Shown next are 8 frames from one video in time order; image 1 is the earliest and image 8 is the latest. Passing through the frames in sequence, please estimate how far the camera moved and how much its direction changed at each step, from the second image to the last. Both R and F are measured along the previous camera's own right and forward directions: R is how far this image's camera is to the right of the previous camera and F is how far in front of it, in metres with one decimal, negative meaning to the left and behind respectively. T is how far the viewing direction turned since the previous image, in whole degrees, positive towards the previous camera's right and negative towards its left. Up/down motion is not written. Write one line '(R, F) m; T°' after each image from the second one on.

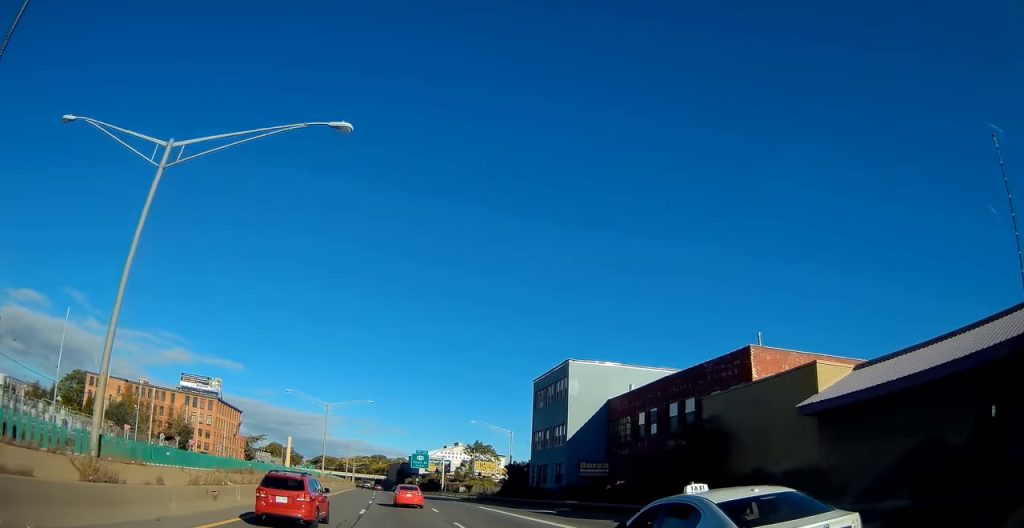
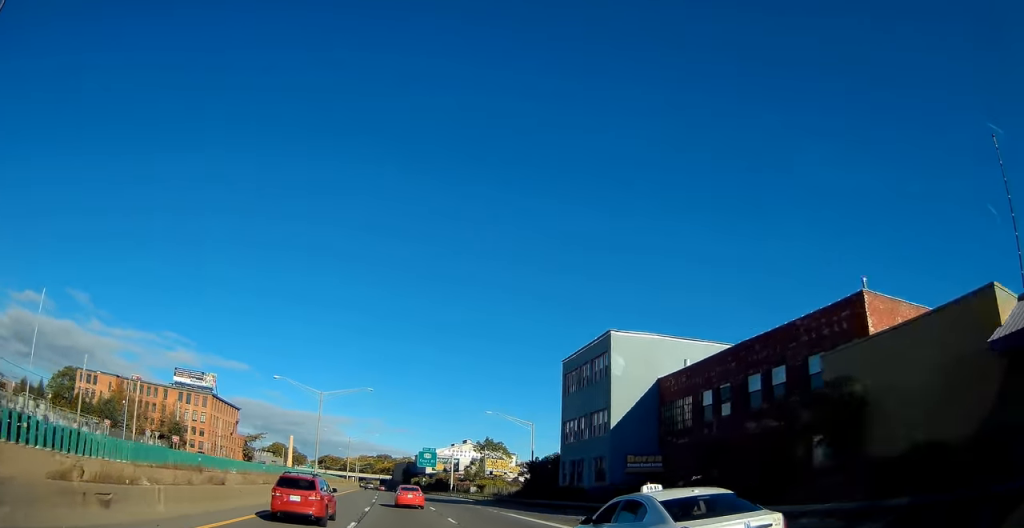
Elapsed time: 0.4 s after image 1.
(0.0, +8.9) m; -1°
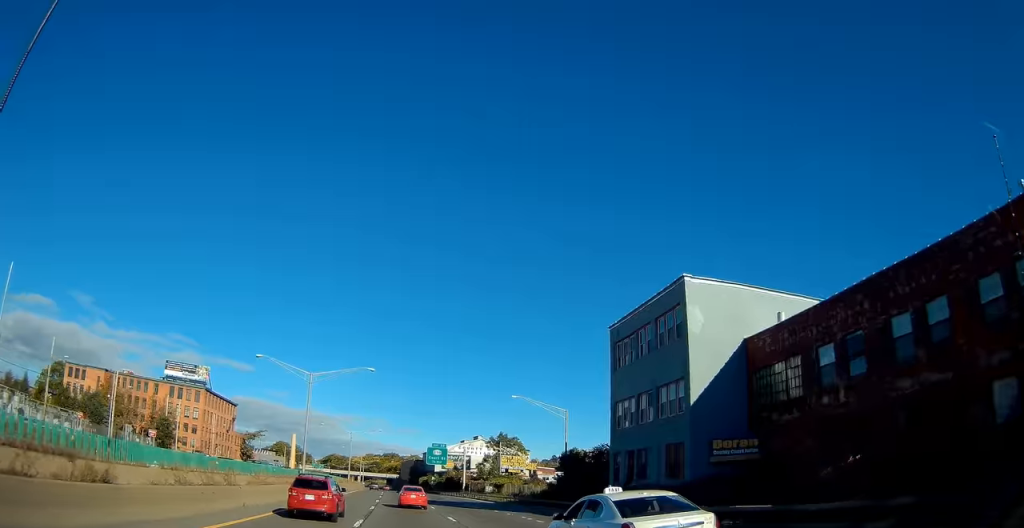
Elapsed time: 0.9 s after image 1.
(-0.2, +10.6) m; -1°
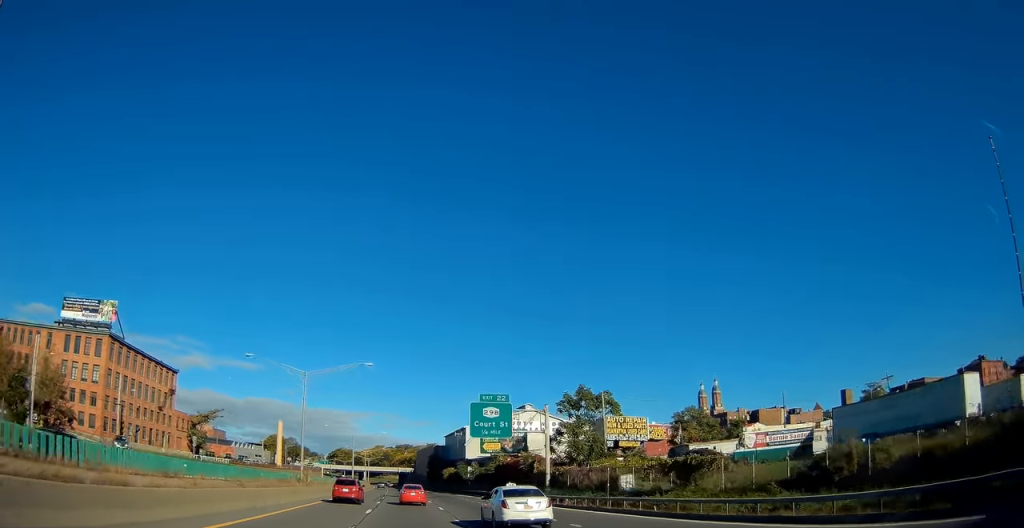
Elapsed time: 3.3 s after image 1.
(-1.6, +52.6) m; -1°
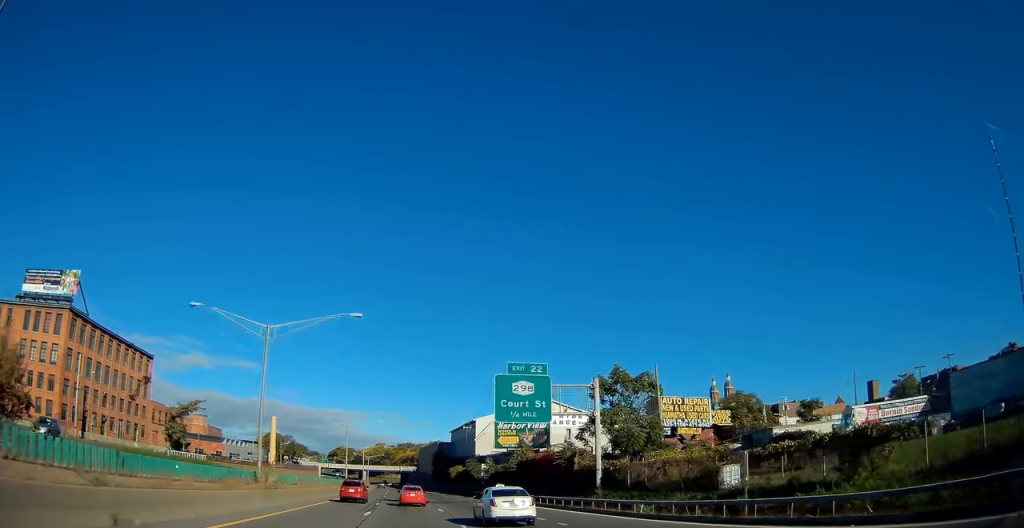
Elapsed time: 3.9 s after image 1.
(0.0, +12.6) m; 0°
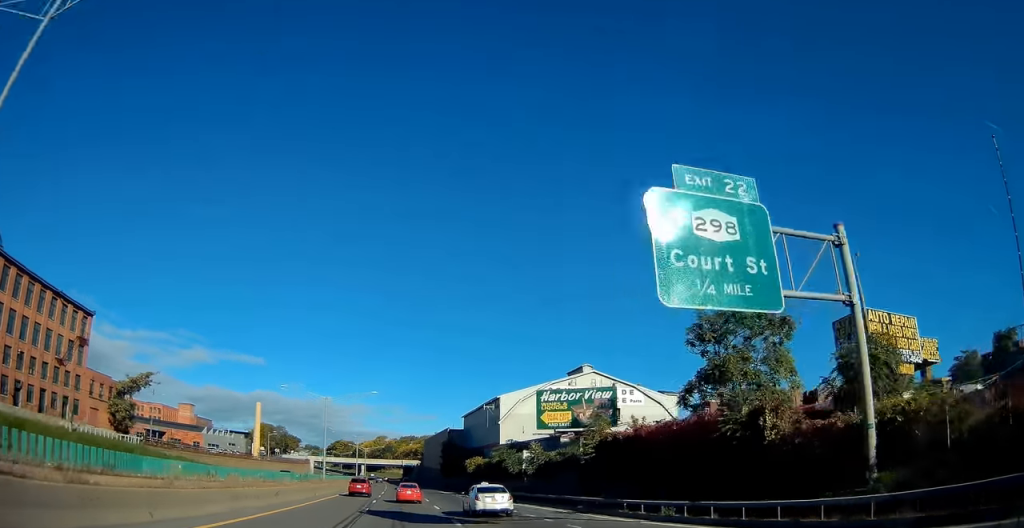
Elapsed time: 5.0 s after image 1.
(-0.2, +23.8) m; -1°
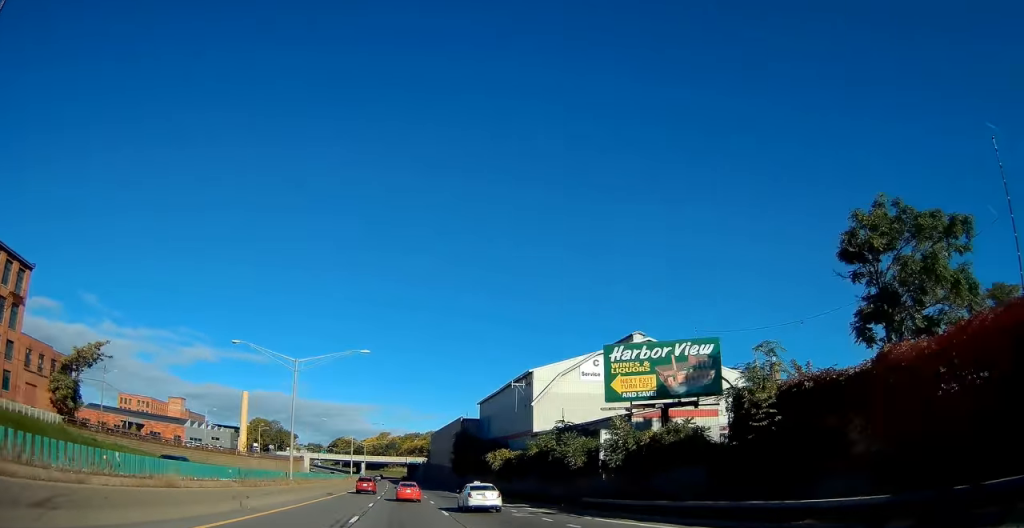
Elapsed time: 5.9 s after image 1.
(-0.1, +18.1) m; -1°
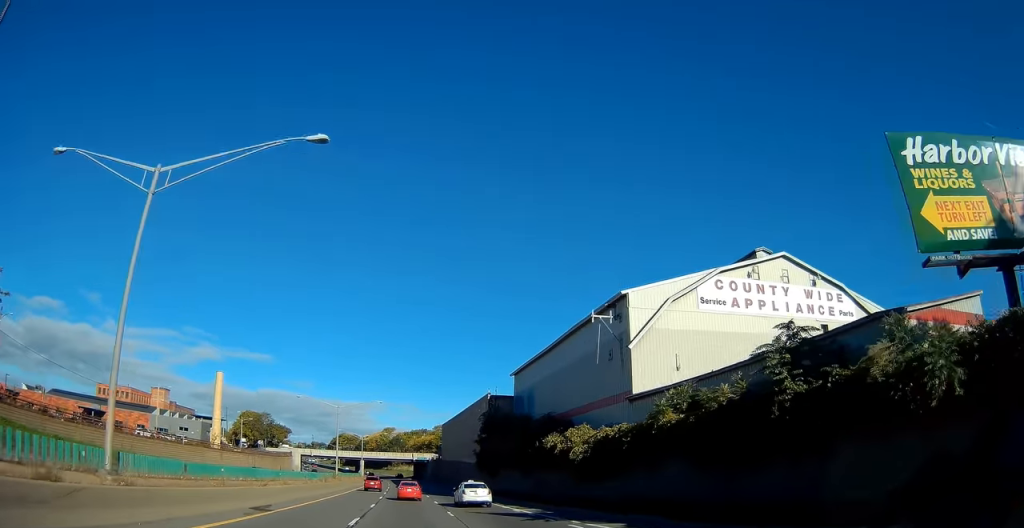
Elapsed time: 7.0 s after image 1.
(-0.2, +25.2) m; -1°
